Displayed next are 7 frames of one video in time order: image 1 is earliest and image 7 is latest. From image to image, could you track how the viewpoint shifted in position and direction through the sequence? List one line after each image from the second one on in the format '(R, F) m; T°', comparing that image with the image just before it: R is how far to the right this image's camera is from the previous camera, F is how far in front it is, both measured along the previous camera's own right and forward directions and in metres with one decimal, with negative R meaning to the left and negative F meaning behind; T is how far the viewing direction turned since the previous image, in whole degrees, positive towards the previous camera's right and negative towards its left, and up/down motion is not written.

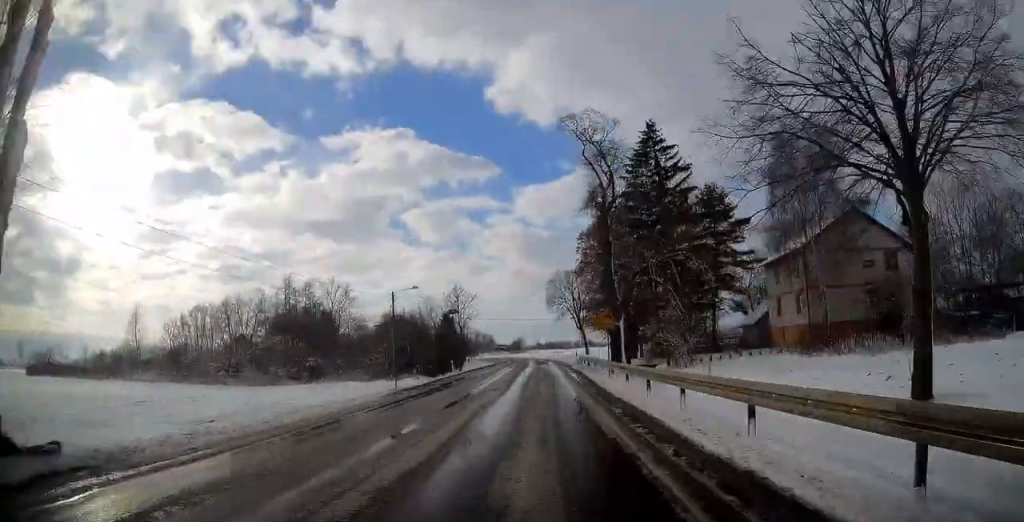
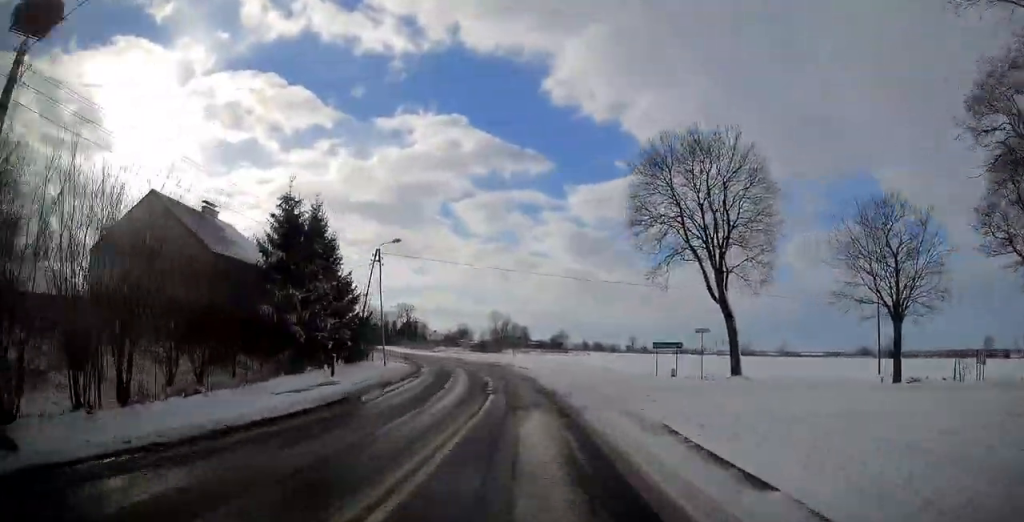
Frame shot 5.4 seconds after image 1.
(-1.7, +83.8) m; -5°
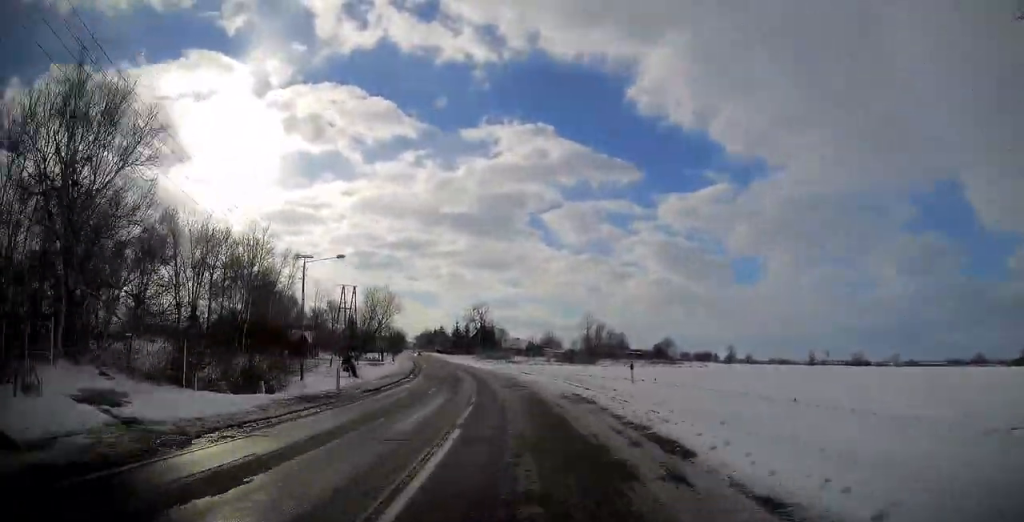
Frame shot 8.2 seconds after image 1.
(-2.7, +40.1) m; -9°
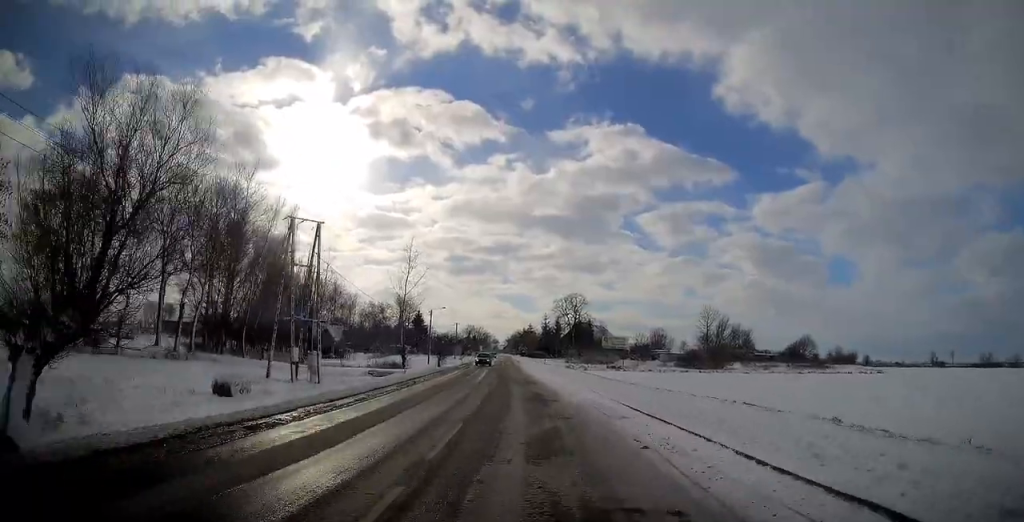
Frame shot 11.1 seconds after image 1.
(-3.2, +40.7) m; -8°
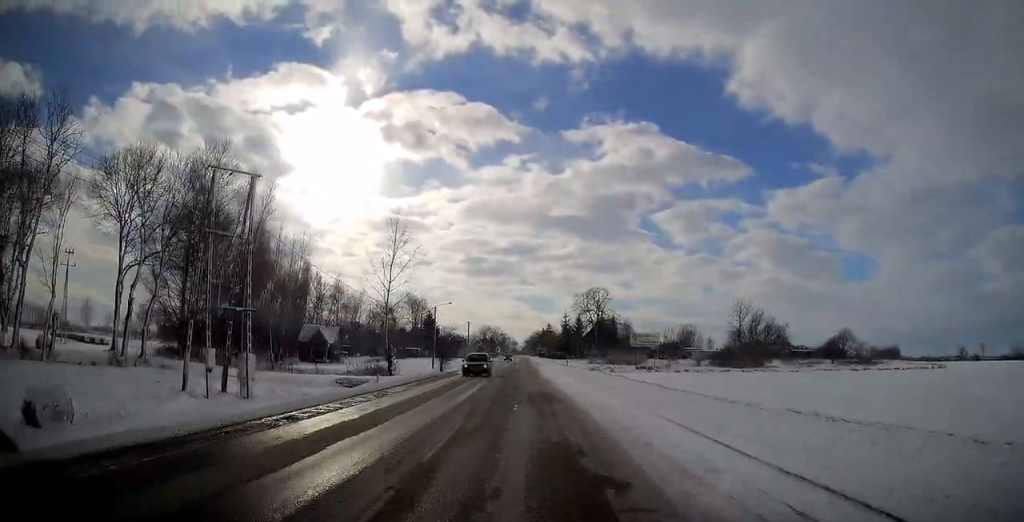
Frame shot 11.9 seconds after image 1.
(-0.4, +12.1) m; -1°
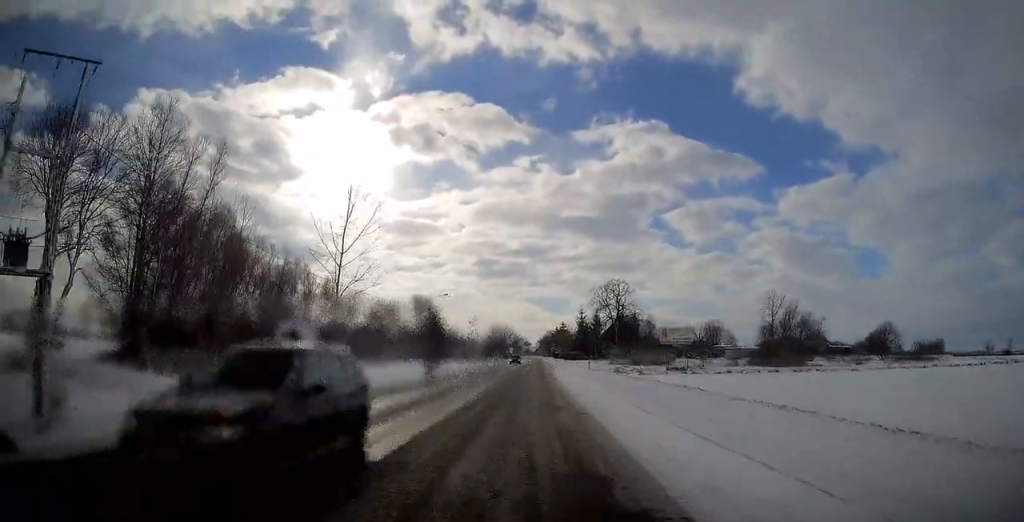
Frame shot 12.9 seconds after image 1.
(-0.2, +13.6) m; -1°
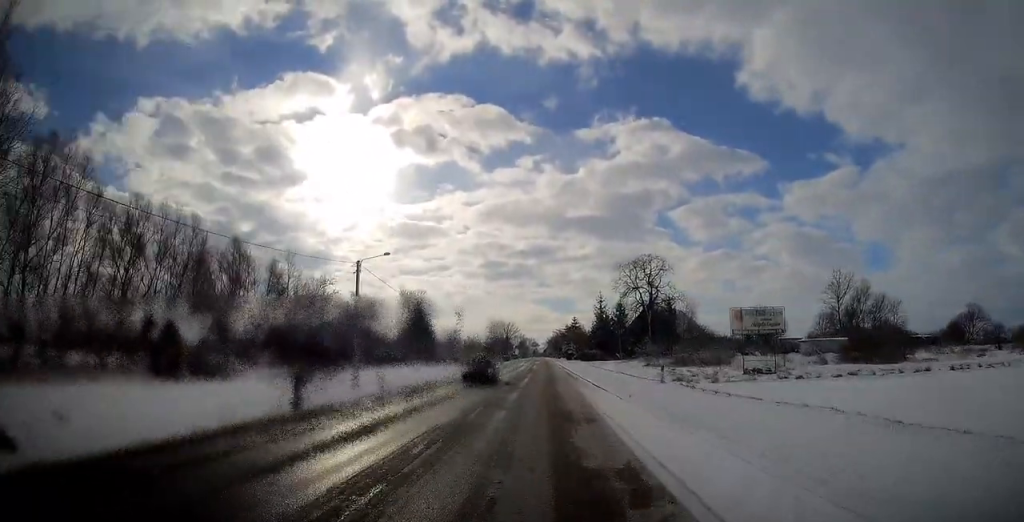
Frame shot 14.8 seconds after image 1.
(-0.4, +29.0) m; -1°
